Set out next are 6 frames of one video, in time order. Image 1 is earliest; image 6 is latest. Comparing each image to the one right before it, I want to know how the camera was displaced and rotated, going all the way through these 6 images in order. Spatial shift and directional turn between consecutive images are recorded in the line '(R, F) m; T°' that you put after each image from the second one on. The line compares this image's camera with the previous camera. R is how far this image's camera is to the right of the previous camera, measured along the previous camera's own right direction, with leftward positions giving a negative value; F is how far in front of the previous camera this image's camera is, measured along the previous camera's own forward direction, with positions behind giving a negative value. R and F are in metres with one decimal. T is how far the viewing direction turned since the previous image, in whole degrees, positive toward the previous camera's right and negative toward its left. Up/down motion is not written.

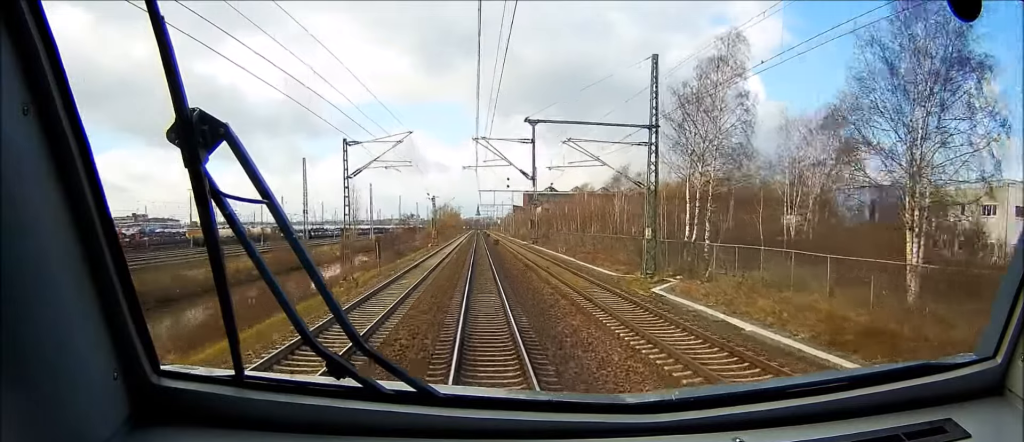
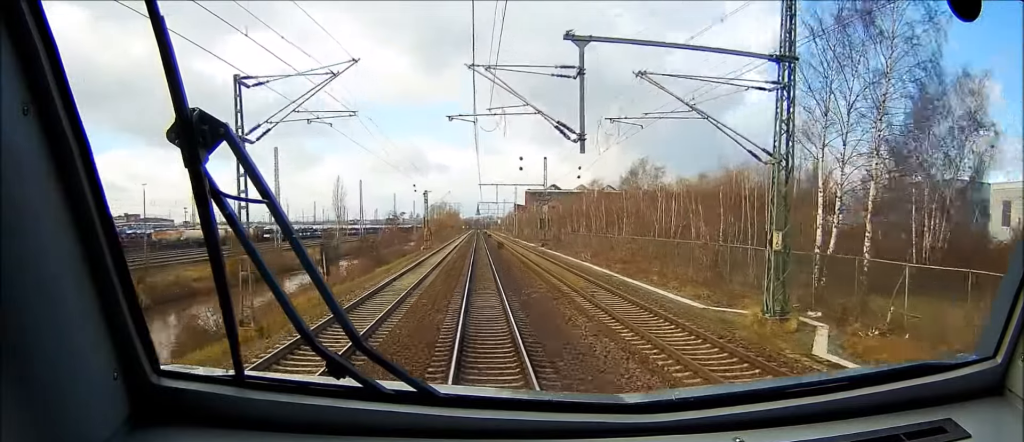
(-0.8, +17.8) m; -3°
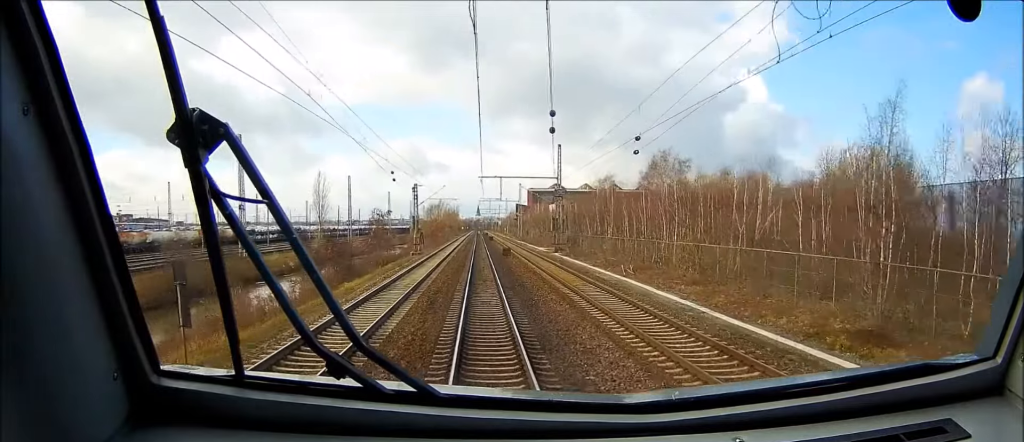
(-0.2, +15.9) m; -1°
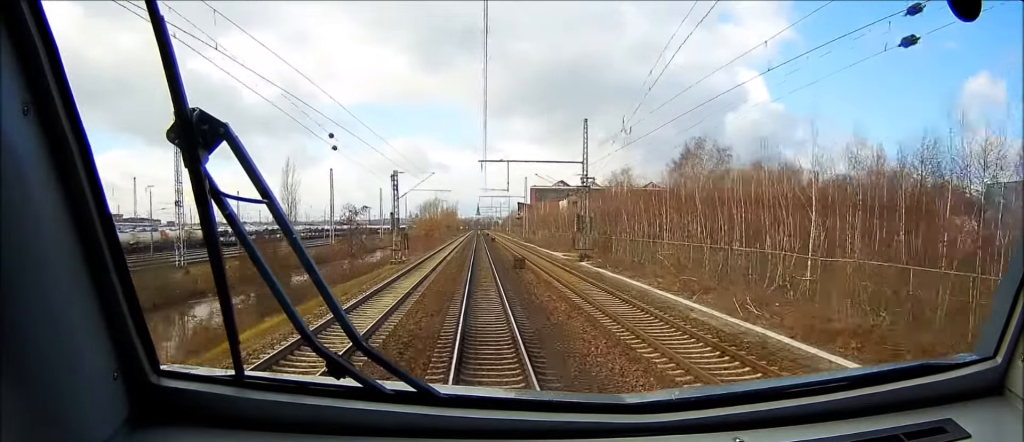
(-0.1, +18.4) m; 0°
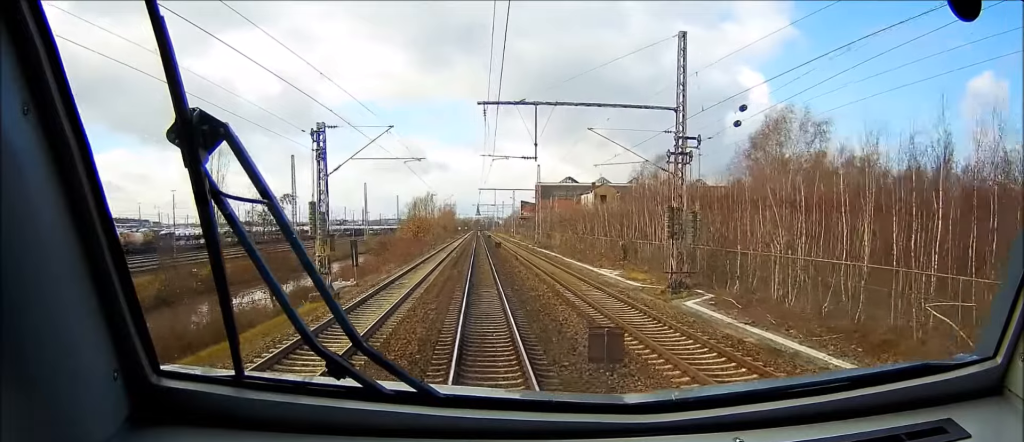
(+0.3, +28.4) m; +1°
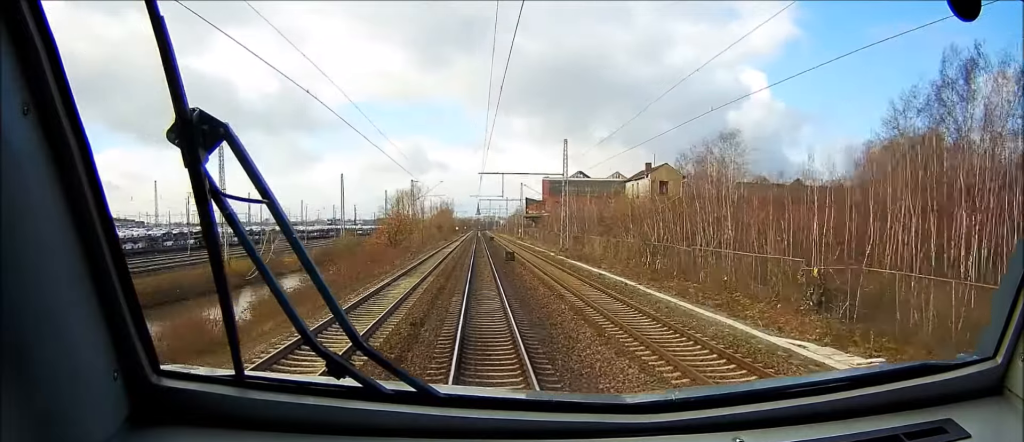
(-0.5, +31.2) m; -1°
